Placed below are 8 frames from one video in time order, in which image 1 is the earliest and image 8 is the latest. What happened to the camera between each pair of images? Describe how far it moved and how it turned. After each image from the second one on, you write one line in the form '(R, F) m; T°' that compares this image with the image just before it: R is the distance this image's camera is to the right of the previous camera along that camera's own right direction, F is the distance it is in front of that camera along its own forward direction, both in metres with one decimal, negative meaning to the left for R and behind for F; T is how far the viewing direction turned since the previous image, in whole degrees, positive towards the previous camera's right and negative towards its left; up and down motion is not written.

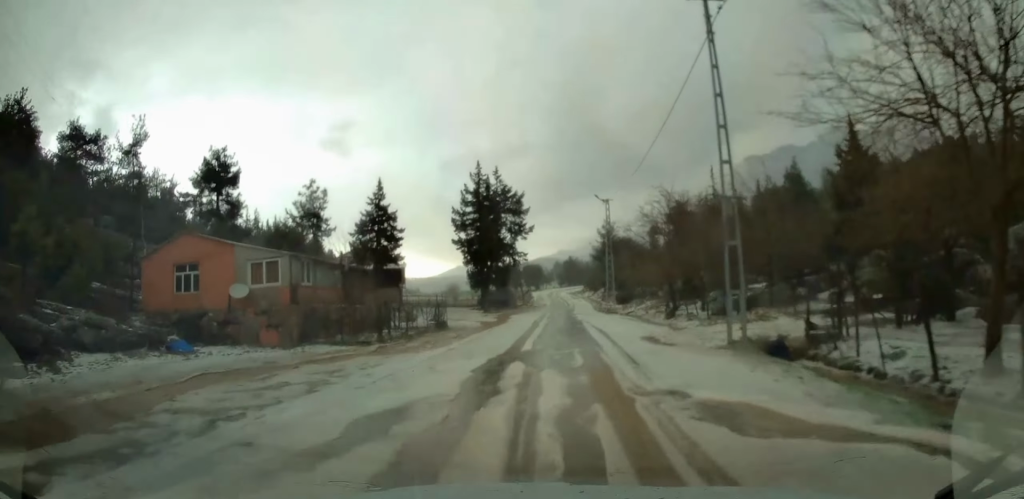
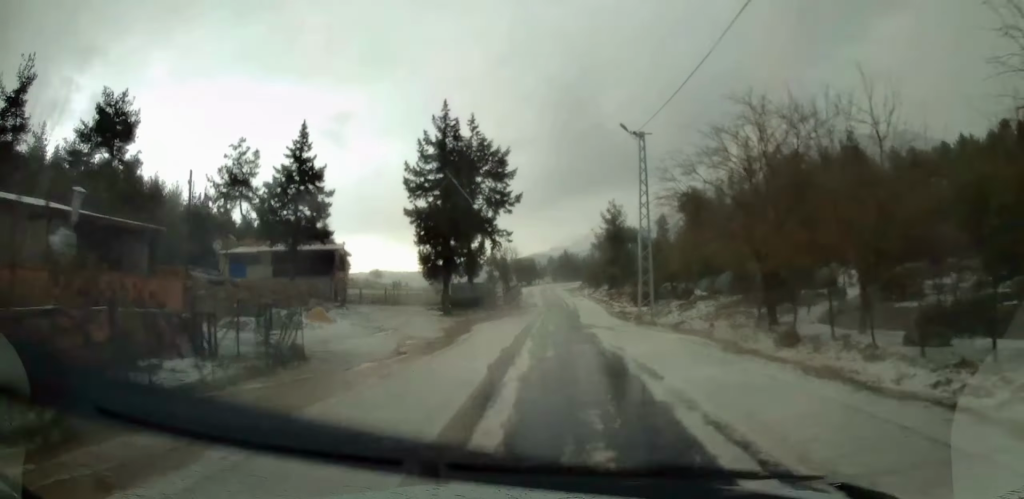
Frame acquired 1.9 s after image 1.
(+0.4, +19.4) m; +2°
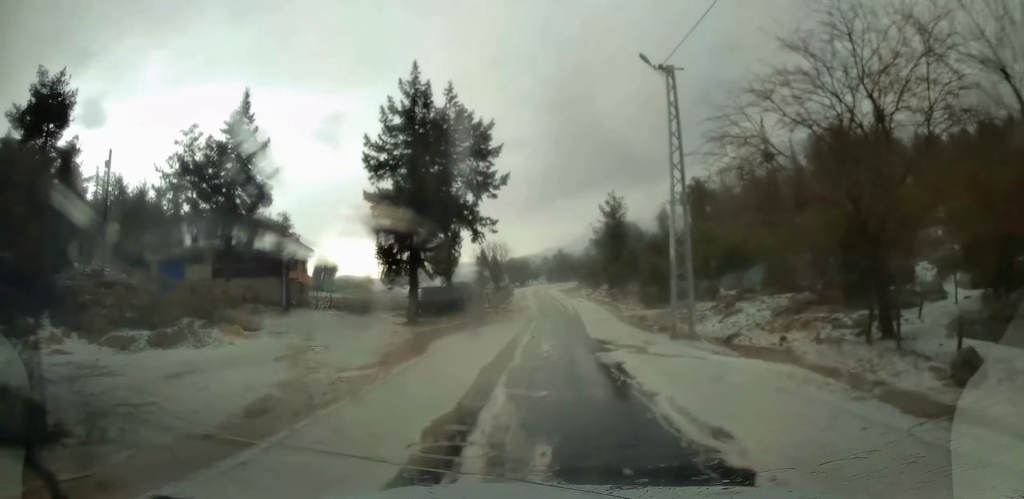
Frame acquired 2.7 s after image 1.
(+0.1, +8.4) m; 0°
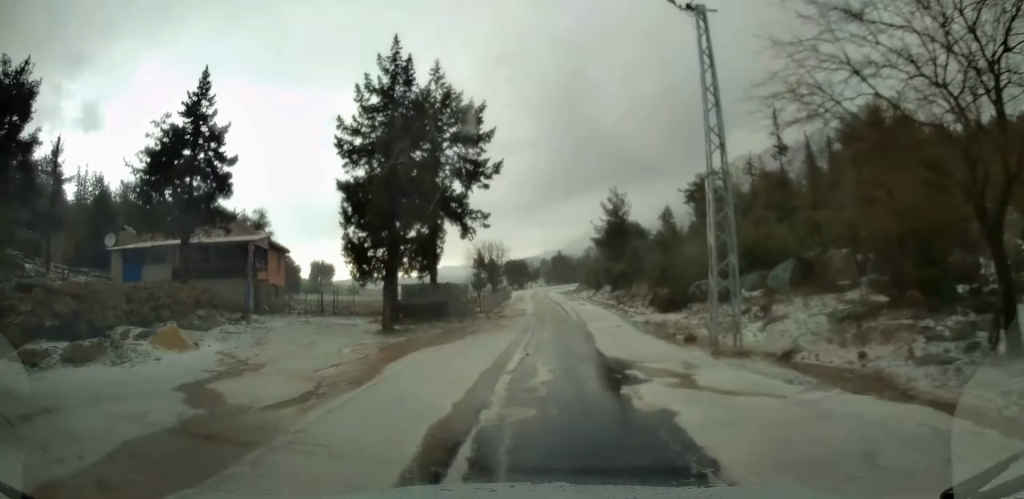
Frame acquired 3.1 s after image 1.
(0.0, +4.7) m; -1°
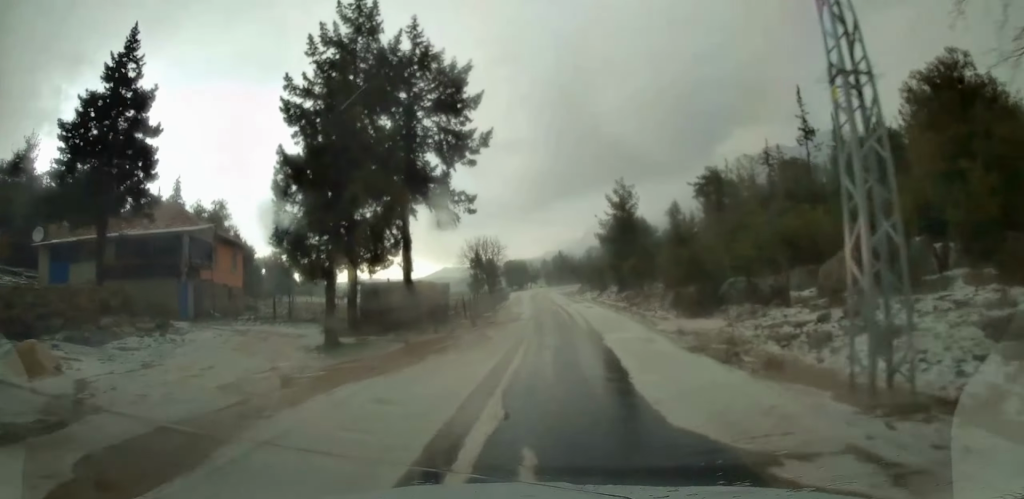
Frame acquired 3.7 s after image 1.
(-0.1, +6.9) m; 0°
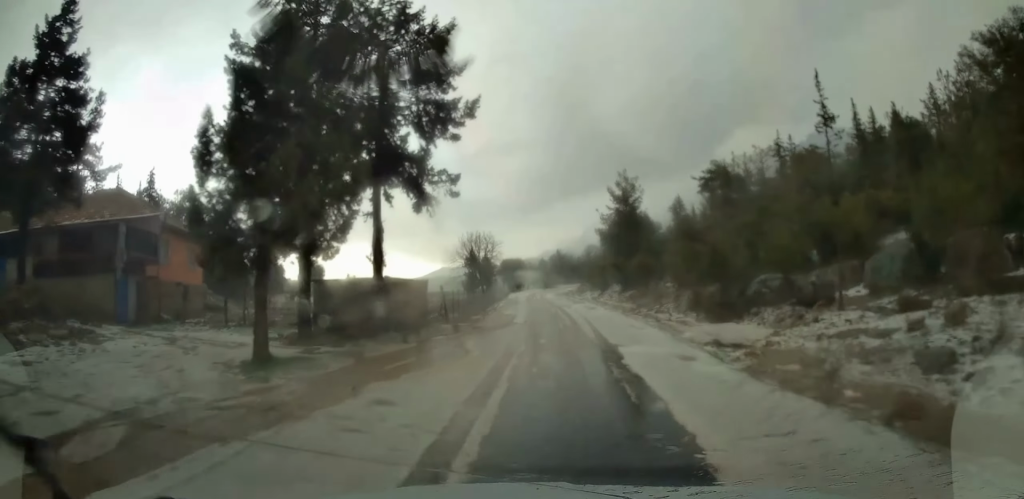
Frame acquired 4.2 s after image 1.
(-0.1, +4.8) m; 0°
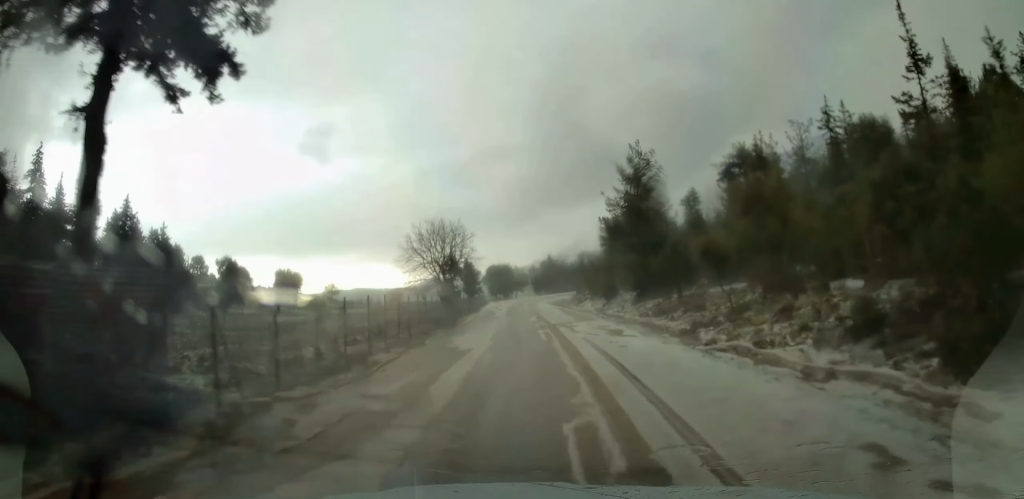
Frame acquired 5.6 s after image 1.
(+0.3, +16.9) m; 0°
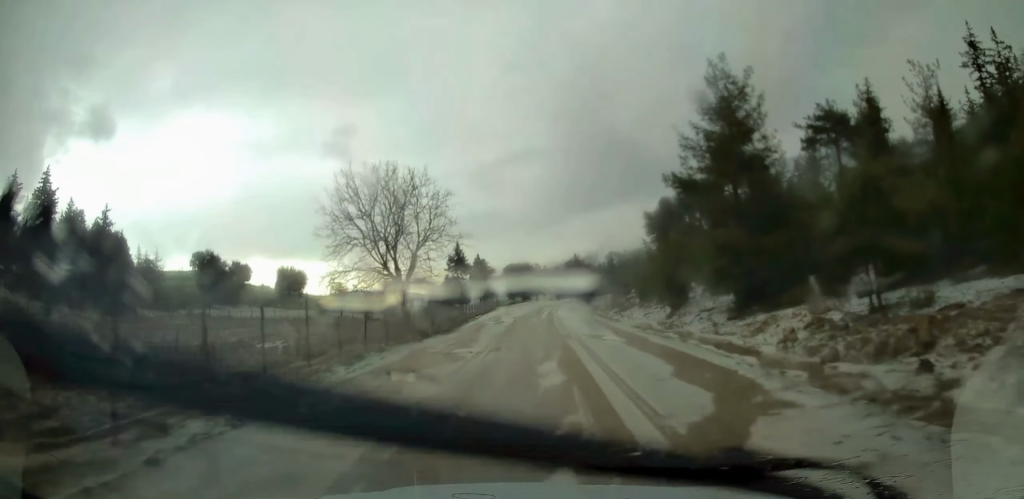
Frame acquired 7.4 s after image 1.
(-0.3, +20.8) m; -2°
